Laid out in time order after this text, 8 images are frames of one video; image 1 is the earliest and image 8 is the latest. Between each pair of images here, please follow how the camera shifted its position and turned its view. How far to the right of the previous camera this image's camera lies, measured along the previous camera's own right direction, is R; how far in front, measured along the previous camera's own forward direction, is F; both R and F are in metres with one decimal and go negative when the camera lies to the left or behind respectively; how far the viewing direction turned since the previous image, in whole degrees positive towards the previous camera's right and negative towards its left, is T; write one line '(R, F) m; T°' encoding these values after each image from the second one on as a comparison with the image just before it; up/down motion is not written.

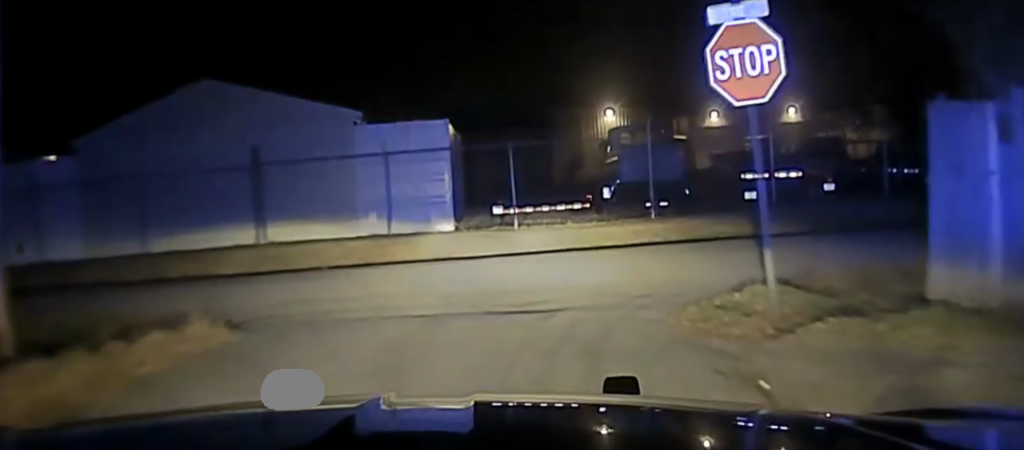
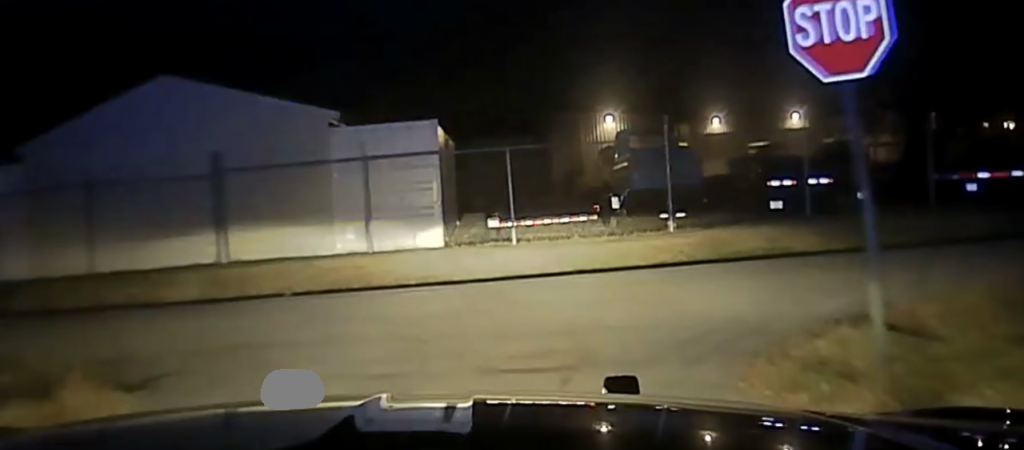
(-0.2, +3.0) m; -4°
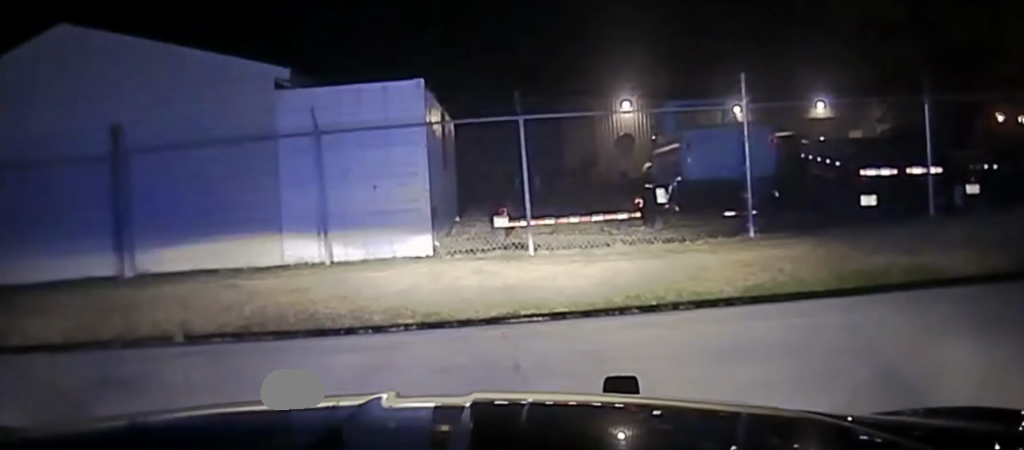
(-0.2, +4.9) m; -17°
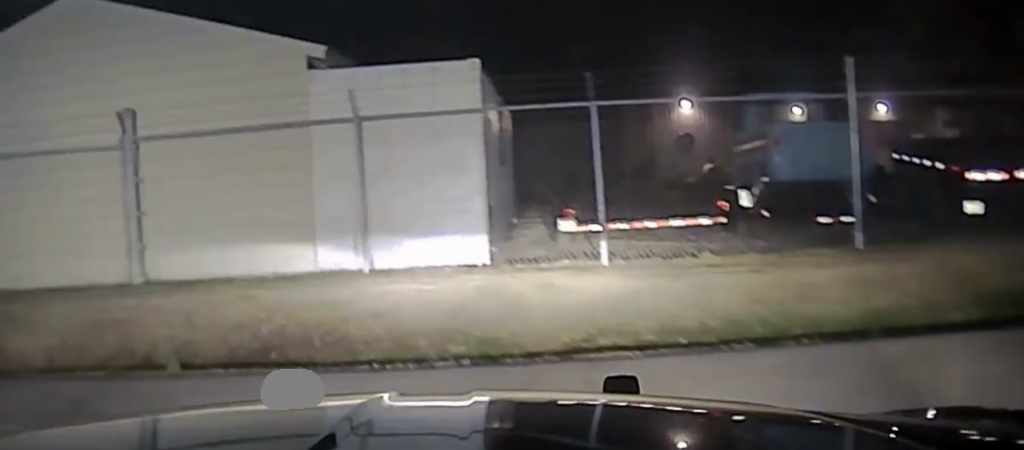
(-0.6, +1.8) m; -23°
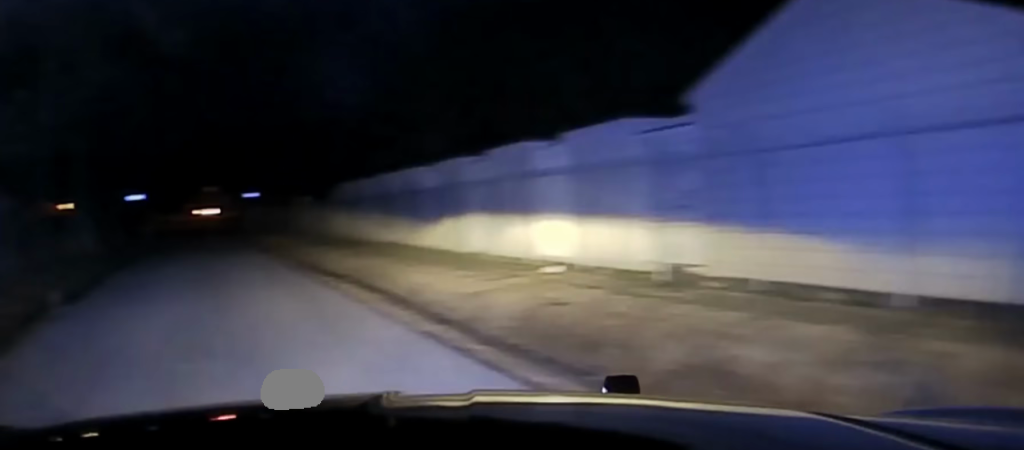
(-4.7, +8.8) m; -41°
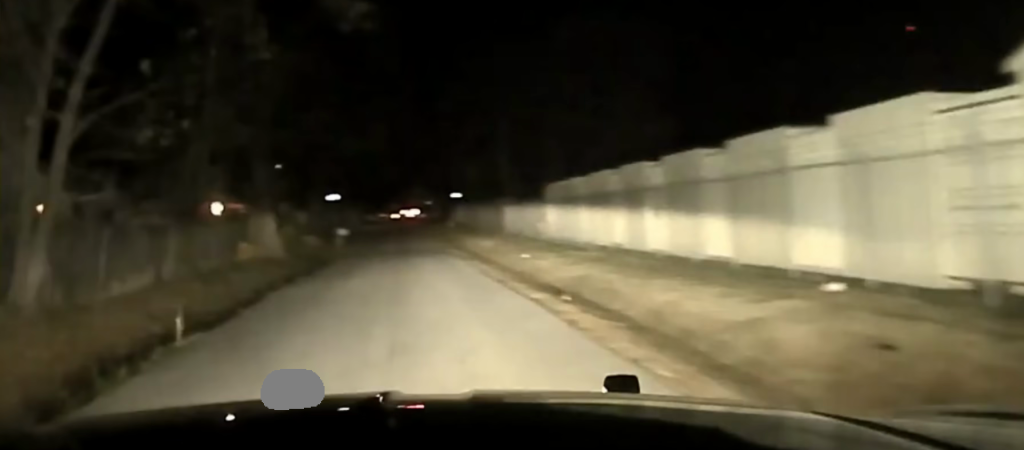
(-0.3, +5.2) m; -2°
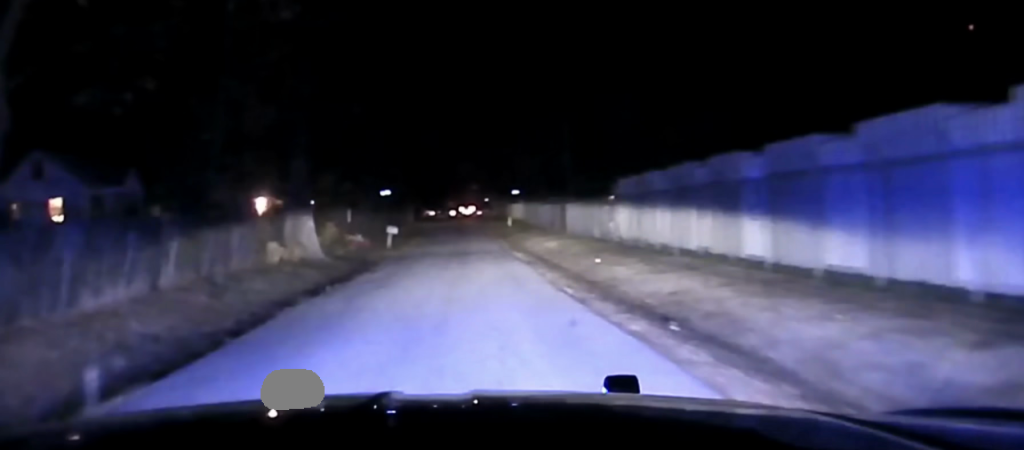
(-0.1, +4.6) m; -1°
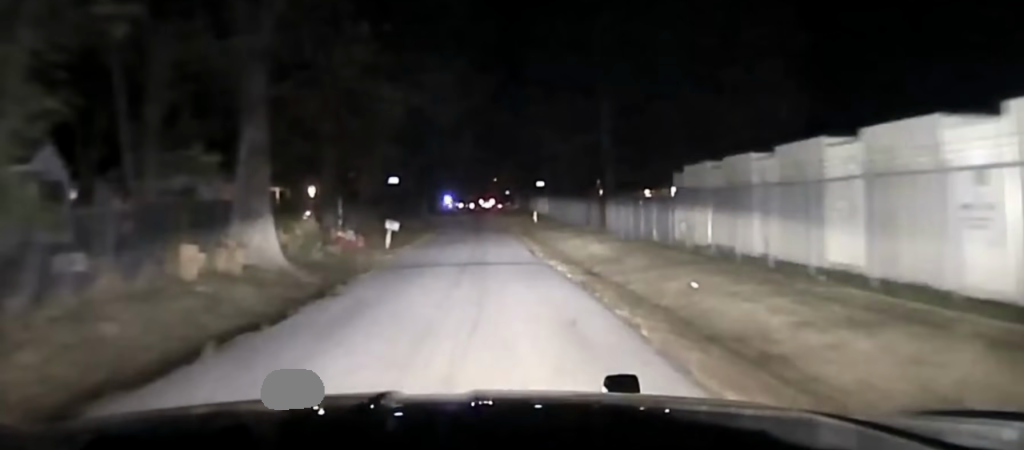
(0.0, +12.1) m; +2°
